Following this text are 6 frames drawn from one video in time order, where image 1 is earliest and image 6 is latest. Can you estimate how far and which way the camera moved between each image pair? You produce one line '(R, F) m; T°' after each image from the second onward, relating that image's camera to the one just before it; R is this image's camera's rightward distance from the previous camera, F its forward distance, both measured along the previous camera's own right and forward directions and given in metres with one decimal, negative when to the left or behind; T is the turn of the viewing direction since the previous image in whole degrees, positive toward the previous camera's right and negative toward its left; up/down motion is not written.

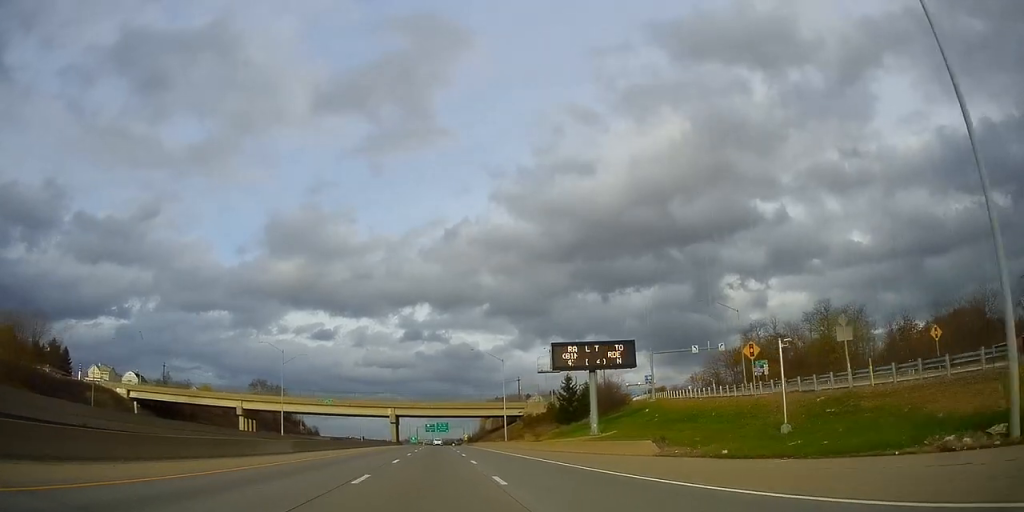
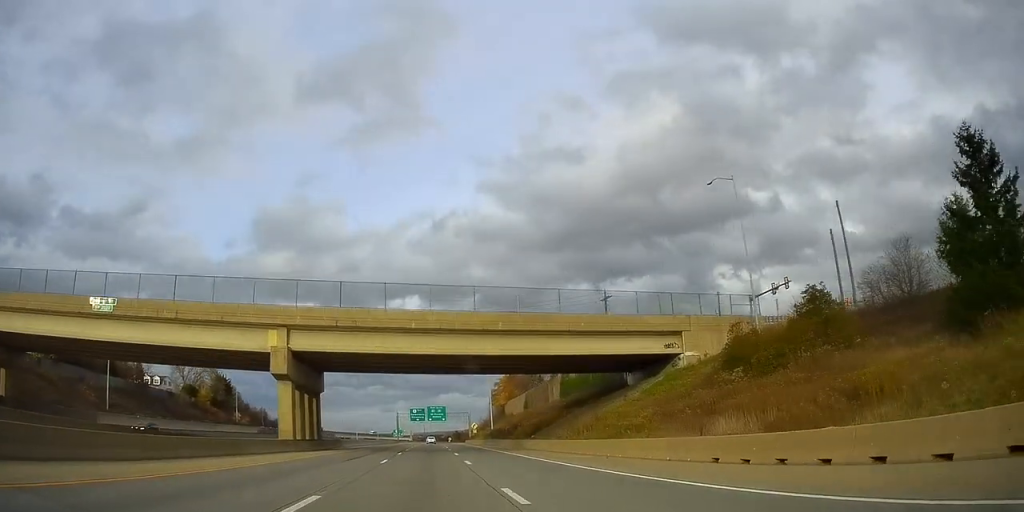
(+0.5, +90.7) m; +1°
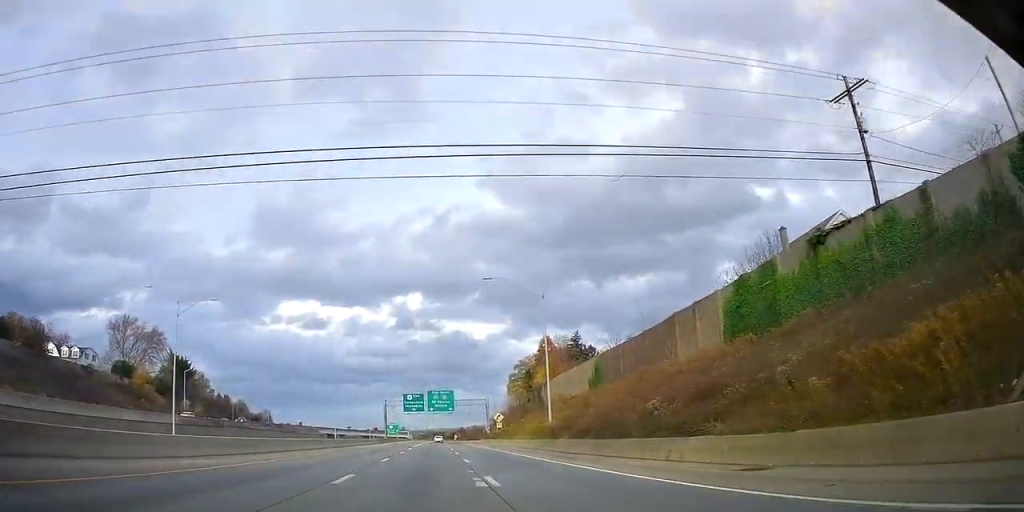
(-0.4, +49.5) m; -1°
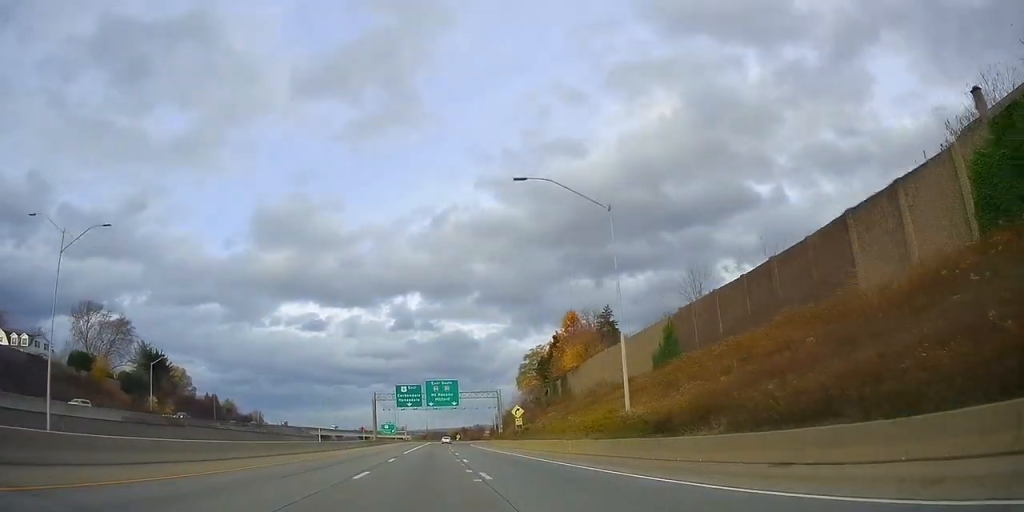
(-0.1, +21.5) m; 0°
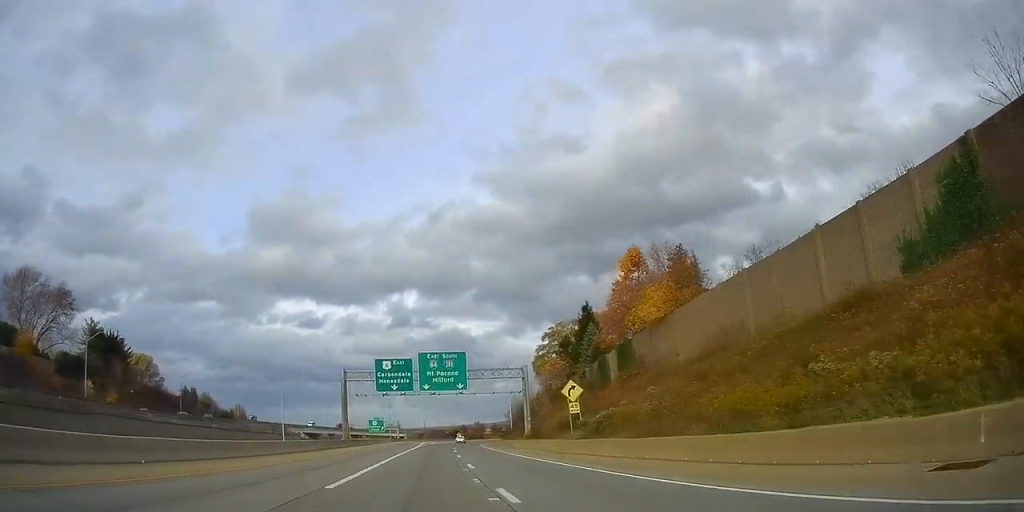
(+0.1, +30.4) m; 0°
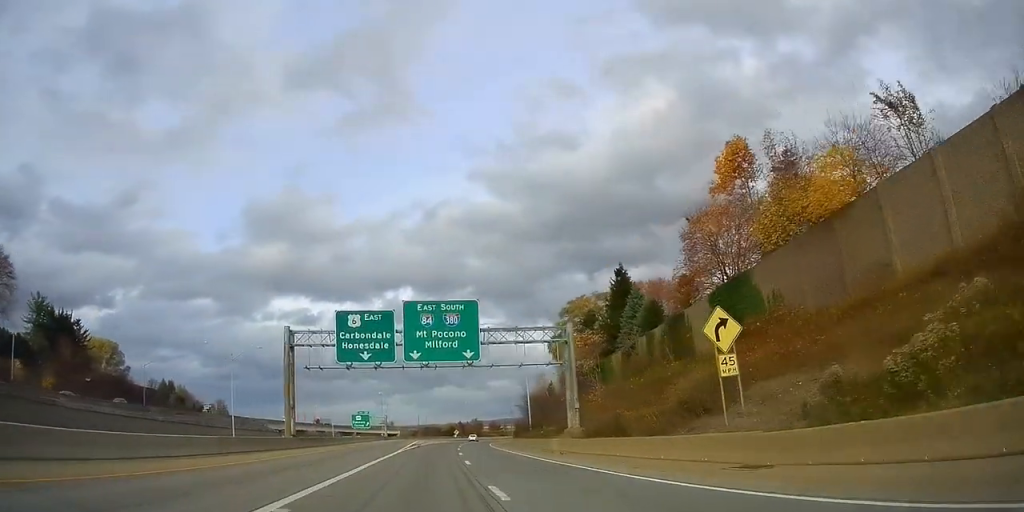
(0.0, +23.9) m; 0°
